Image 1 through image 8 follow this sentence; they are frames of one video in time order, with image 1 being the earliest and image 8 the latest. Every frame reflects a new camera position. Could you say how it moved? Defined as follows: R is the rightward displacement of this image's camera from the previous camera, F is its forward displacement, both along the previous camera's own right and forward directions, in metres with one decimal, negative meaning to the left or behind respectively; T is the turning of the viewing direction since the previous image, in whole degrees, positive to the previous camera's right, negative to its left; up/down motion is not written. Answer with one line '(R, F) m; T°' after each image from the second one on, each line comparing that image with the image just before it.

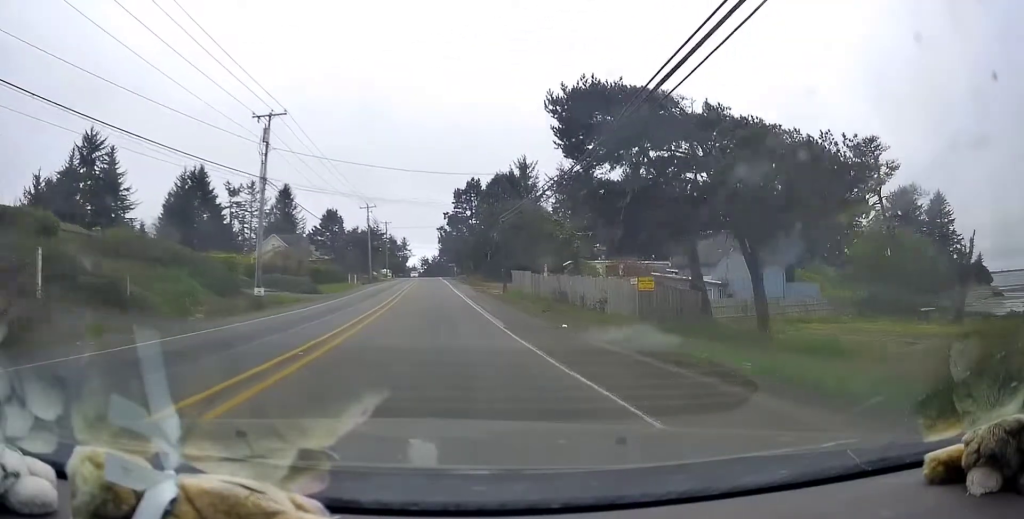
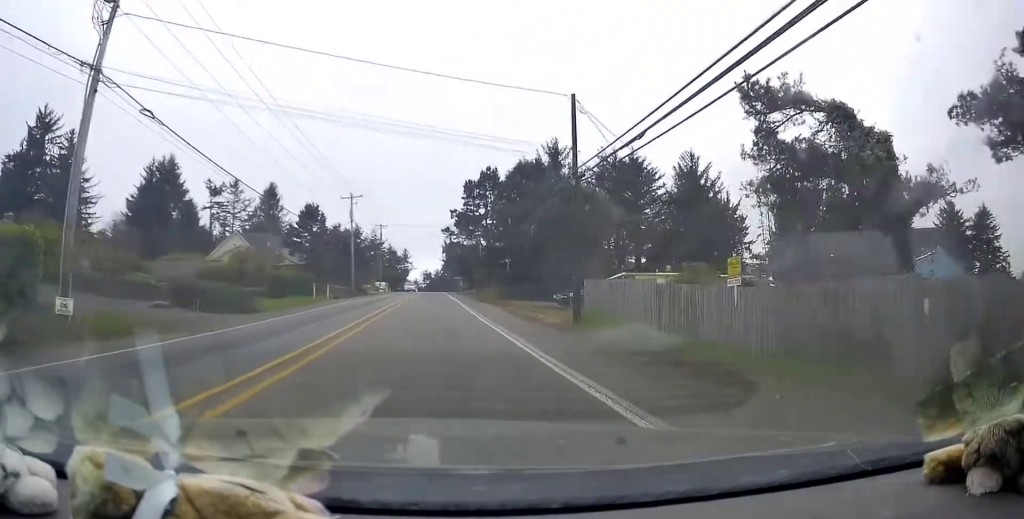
(+0.2, +21.7) m; 0°
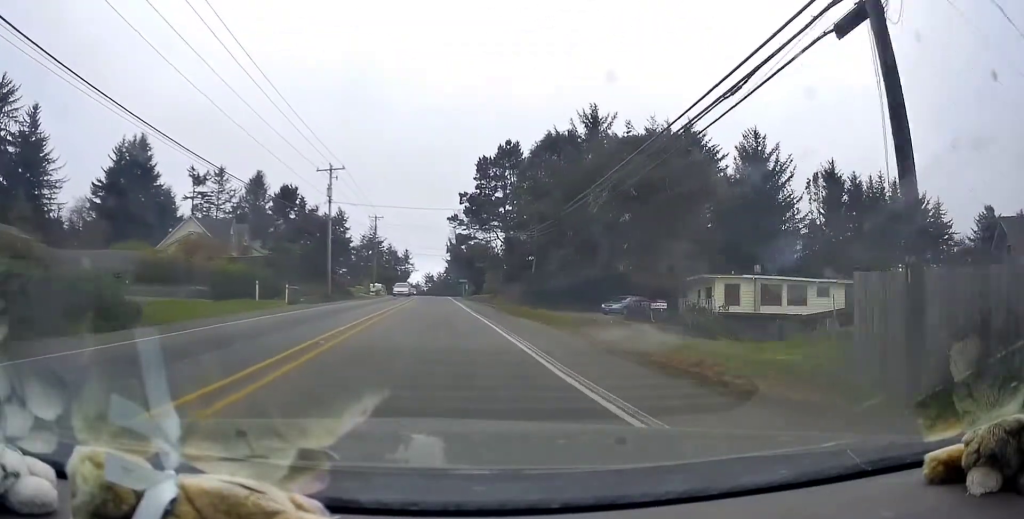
(-0.3, +16.6) m; +1°
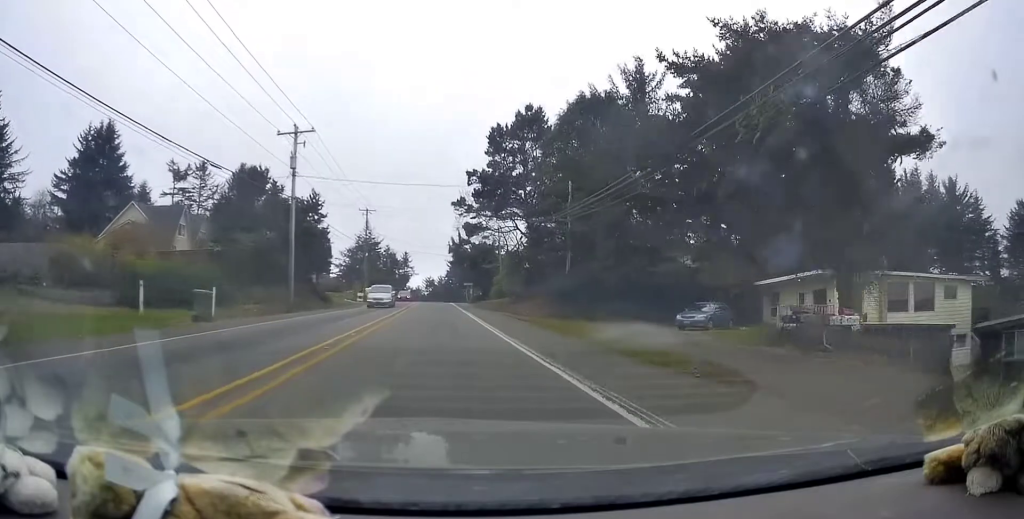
(+0.4, +12.9) m; +1°
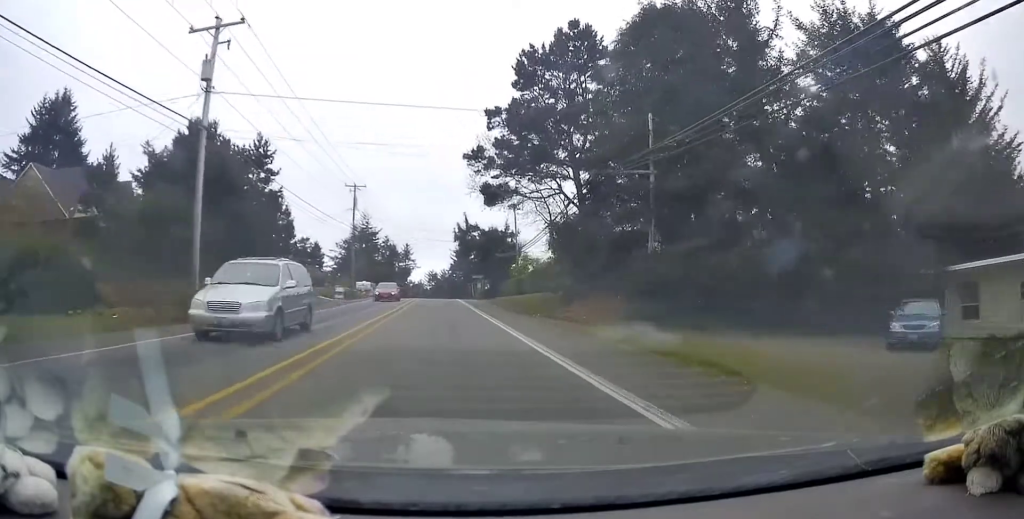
(0.0, +15.9) m; -1°
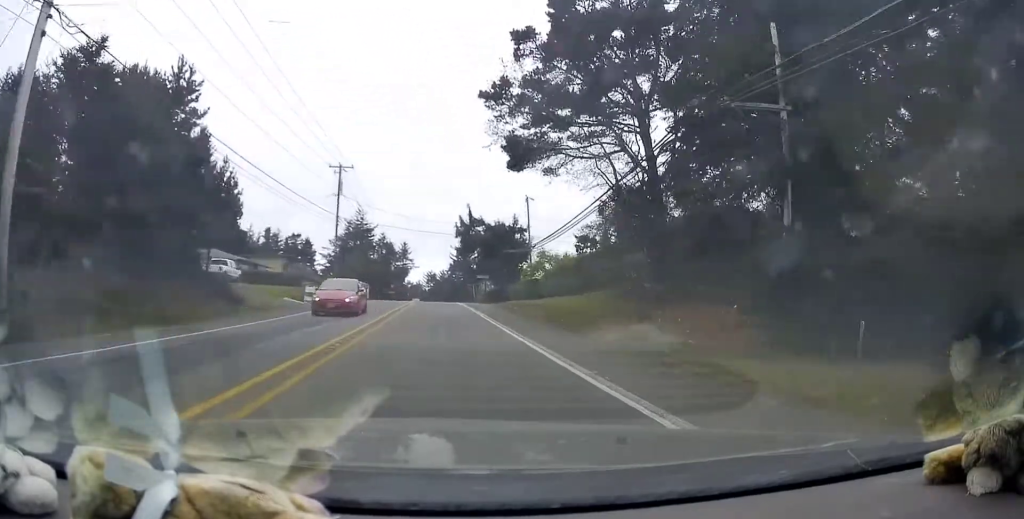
(-0.1, +11.0) m; -1°
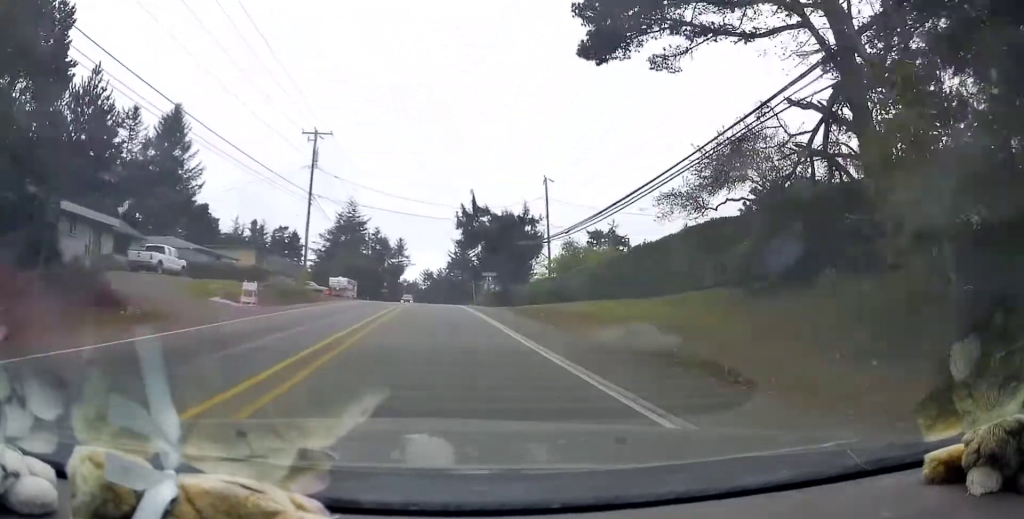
(-0.2, +12.1) m; 0°
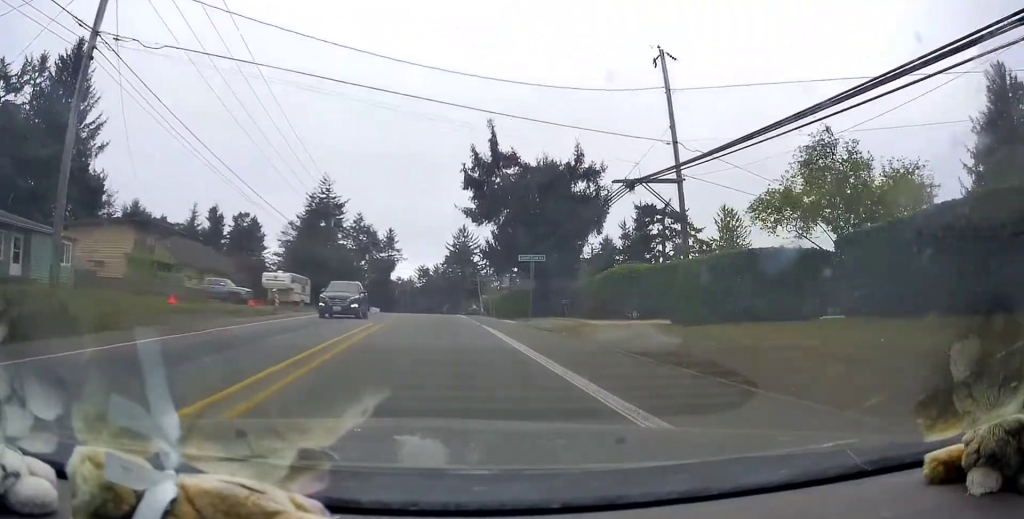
(+0.5, +30.4) m; +2°
